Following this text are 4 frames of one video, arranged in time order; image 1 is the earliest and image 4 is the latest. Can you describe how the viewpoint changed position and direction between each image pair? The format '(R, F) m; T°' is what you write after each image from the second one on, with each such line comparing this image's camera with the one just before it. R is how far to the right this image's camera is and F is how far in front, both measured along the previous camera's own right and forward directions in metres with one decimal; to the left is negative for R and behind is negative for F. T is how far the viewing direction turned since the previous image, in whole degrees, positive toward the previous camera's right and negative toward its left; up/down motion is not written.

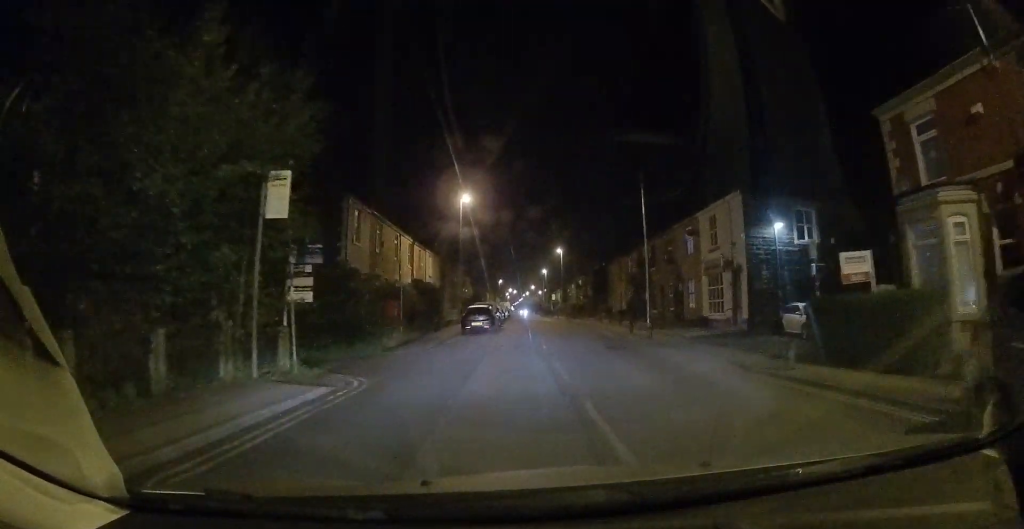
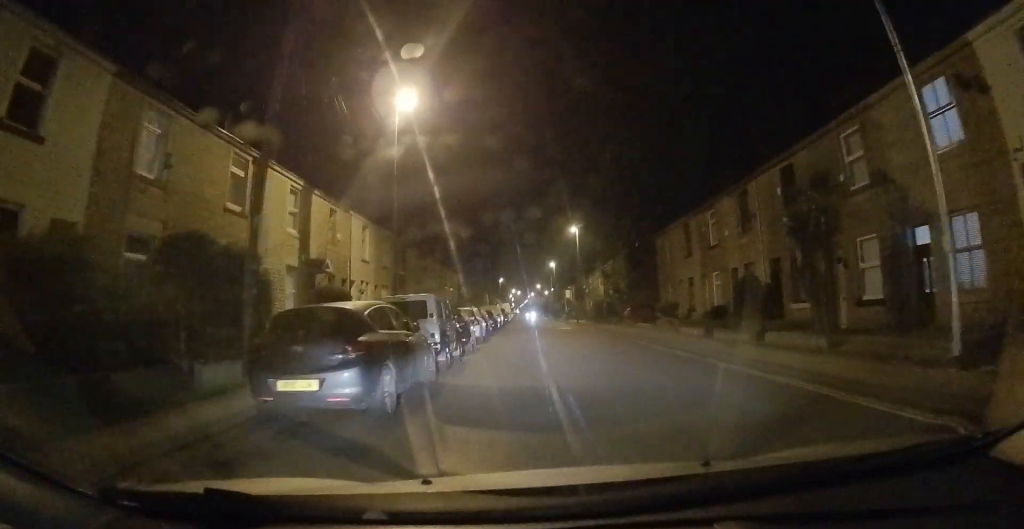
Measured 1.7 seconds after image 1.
(-0.2, +22.0) m; -4°
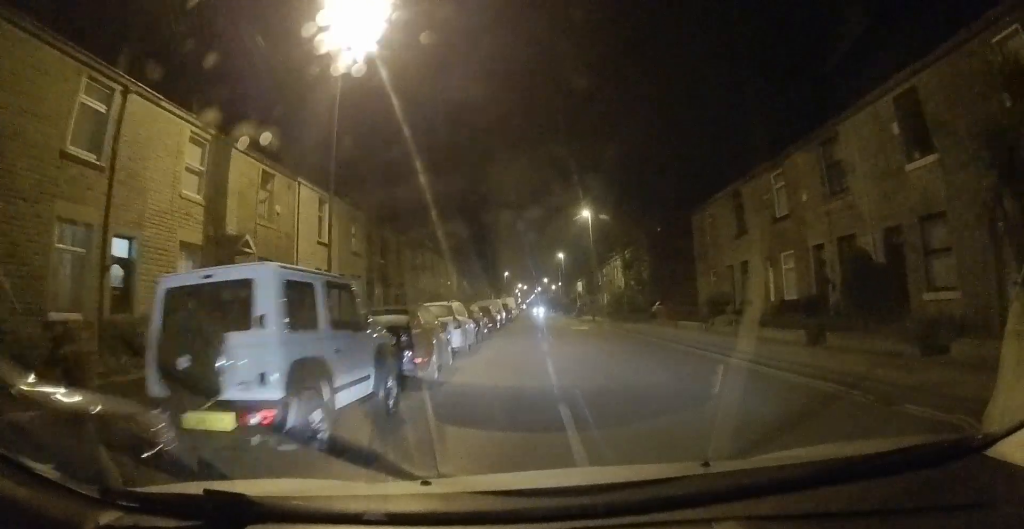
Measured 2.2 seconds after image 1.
(-0.6, +7.4) m; -1°
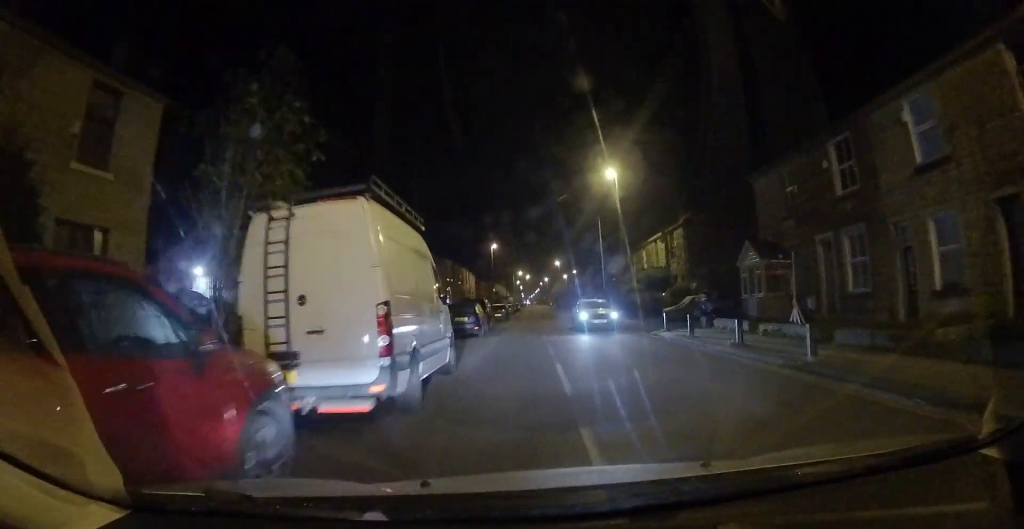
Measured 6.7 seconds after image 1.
(+3.8, +56.9) m; +1°
